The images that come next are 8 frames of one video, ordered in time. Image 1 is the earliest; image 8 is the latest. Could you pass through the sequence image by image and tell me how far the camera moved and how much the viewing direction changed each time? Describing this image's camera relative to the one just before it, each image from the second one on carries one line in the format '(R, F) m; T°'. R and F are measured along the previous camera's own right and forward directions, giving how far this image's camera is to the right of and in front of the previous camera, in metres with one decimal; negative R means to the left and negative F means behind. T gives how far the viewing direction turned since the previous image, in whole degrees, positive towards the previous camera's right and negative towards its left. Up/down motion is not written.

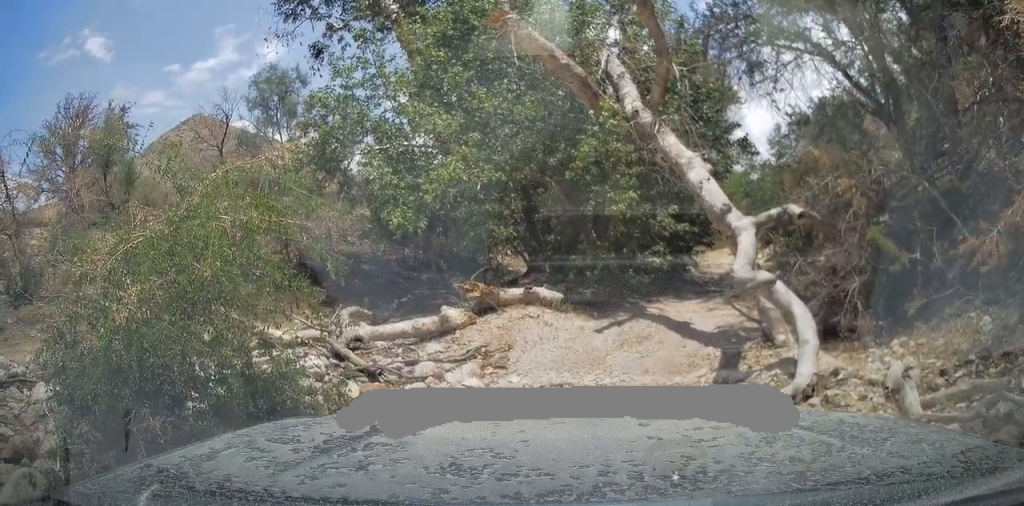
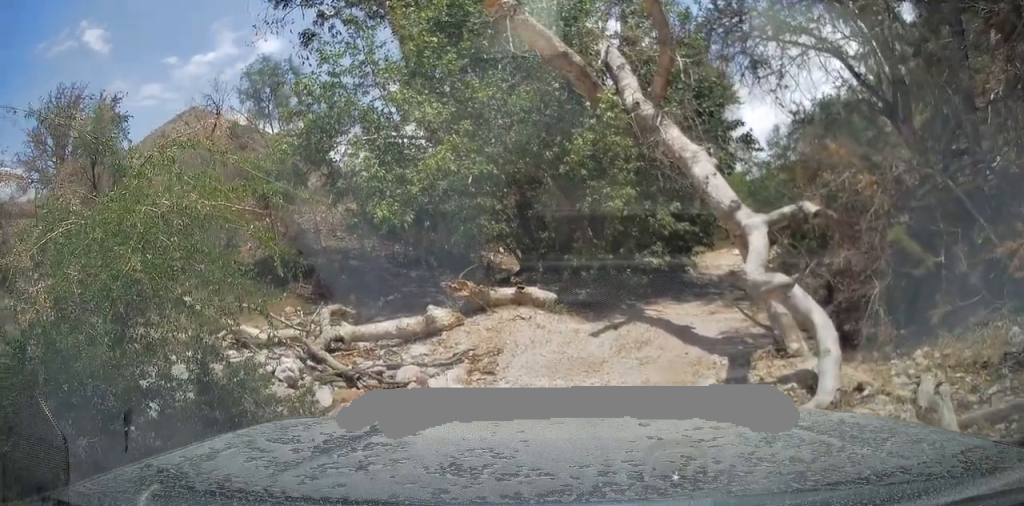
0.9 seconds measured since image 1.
(0.0, +0.3) m; 0°
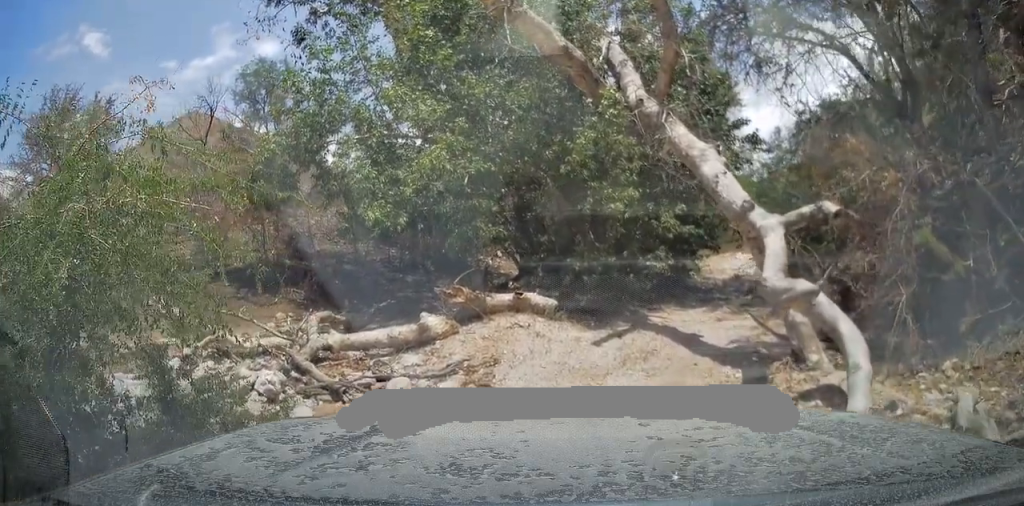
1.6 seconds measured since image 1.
(+0.1, +0.4) m; 0°
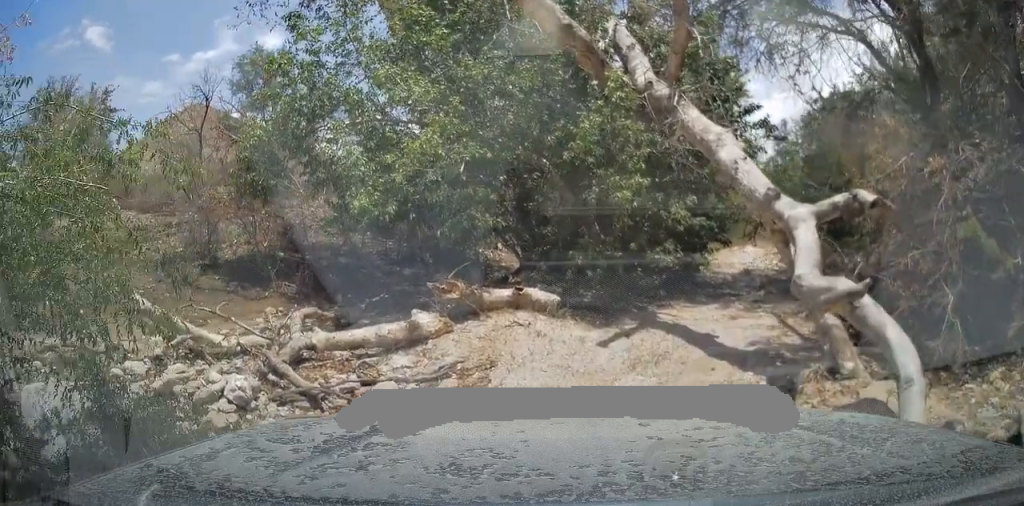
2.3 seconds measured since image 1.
(+0.1, +0.5) m; 0°
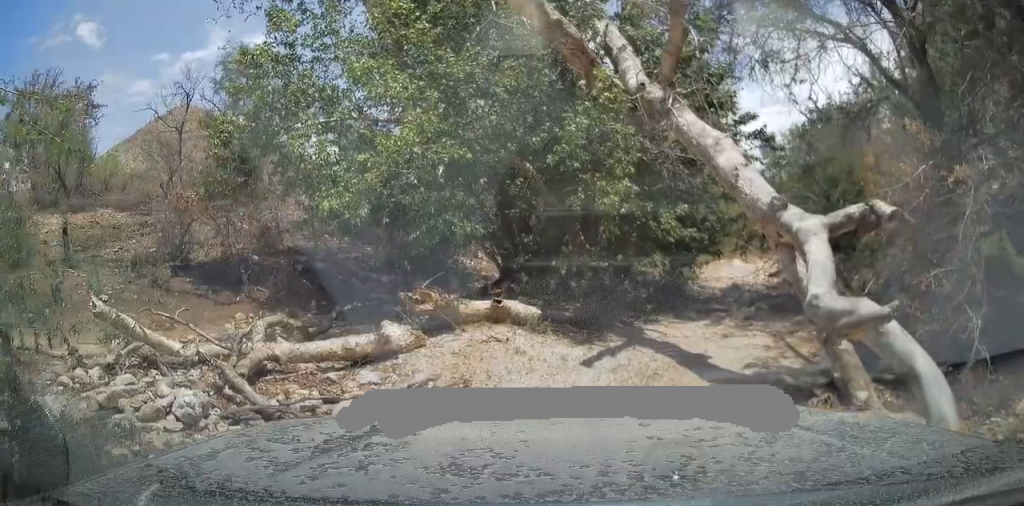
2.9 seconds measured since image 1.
(+0.1, +0.4) m; 0°
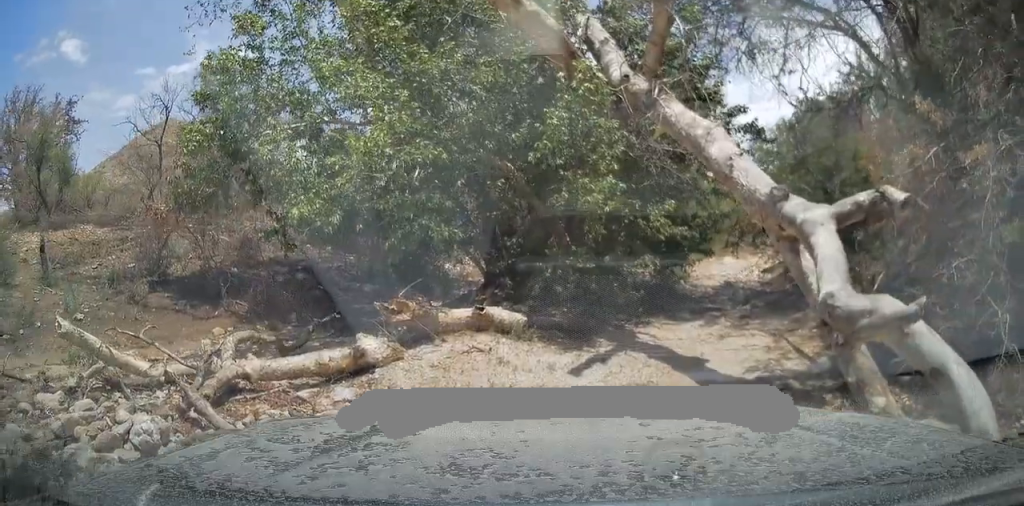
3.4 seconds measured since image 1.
(+0.1, +0.3) m; 0°
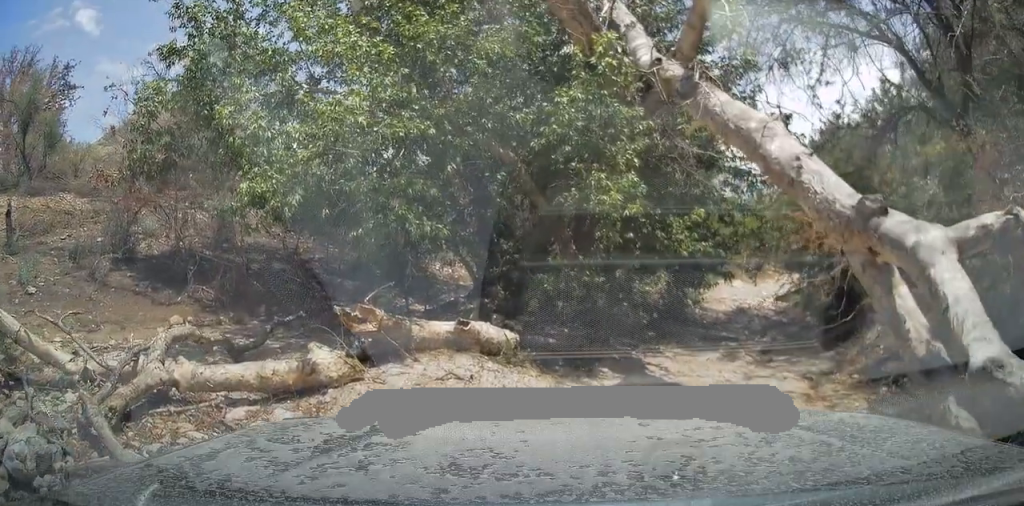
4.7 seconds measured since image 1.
(+0.2, +0.8) m; 0°
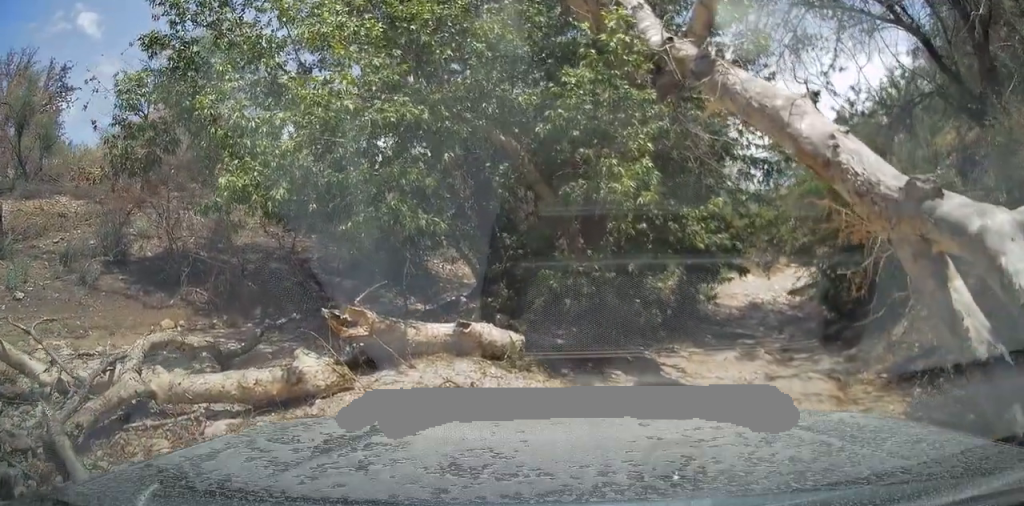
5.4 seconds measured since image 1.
(+0.1, +0.4) m; 0°
